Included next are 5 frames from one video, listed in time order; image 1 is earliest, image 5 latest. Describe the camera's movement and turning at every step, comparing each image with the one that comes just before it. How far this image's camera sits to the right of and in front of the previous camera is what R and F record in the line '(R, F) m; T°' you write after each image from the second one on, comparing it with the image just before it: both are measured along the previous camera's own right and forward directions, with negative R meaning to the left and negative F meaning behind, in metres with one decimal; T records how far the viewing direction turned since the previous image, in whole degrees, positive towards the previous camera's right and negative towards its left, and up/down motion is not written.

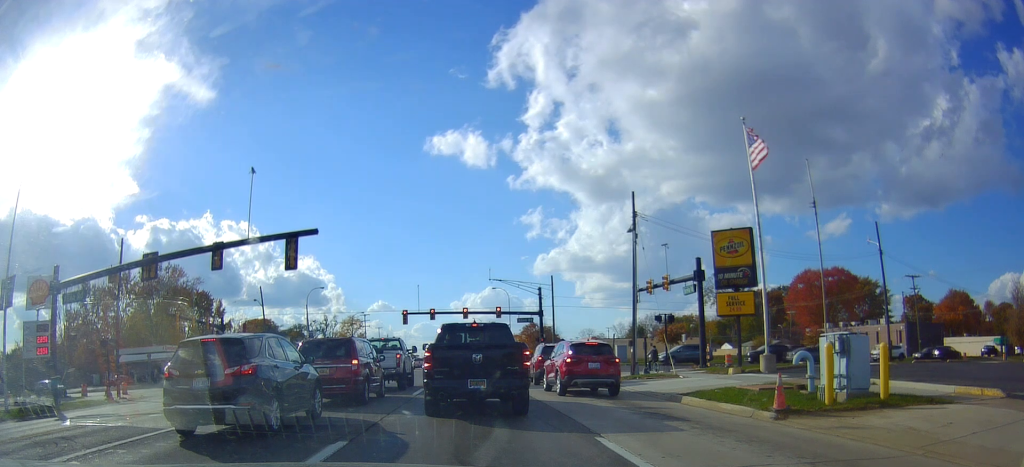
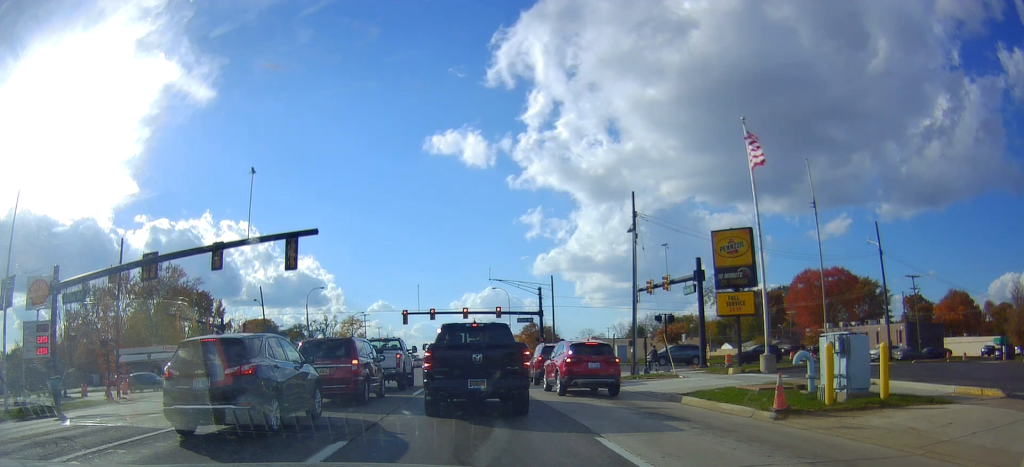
(0.0, 0.0) m; 0°
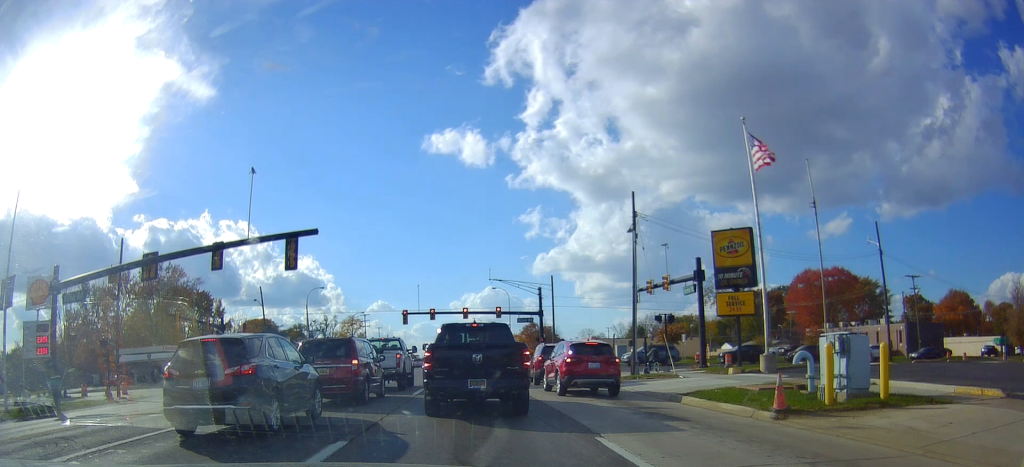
(0.0, 0.0) m; 0°
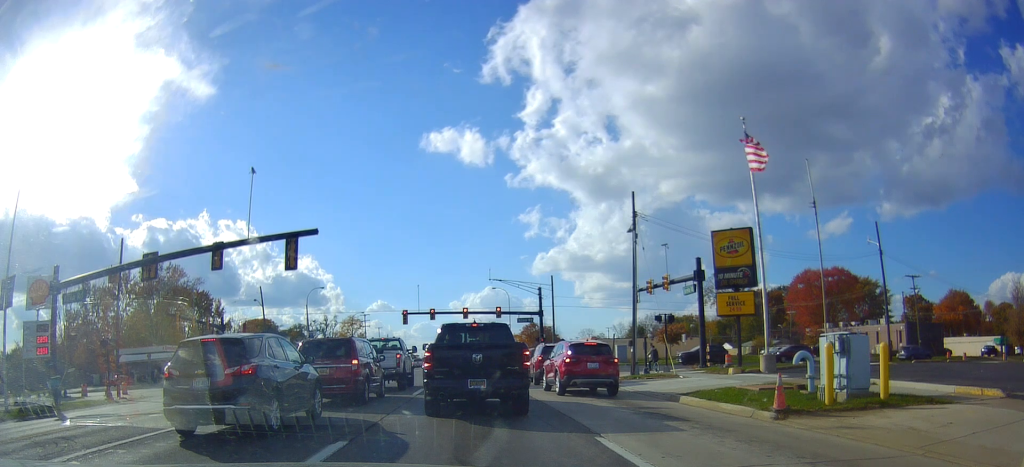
(0.0, 0.0) m; 0°
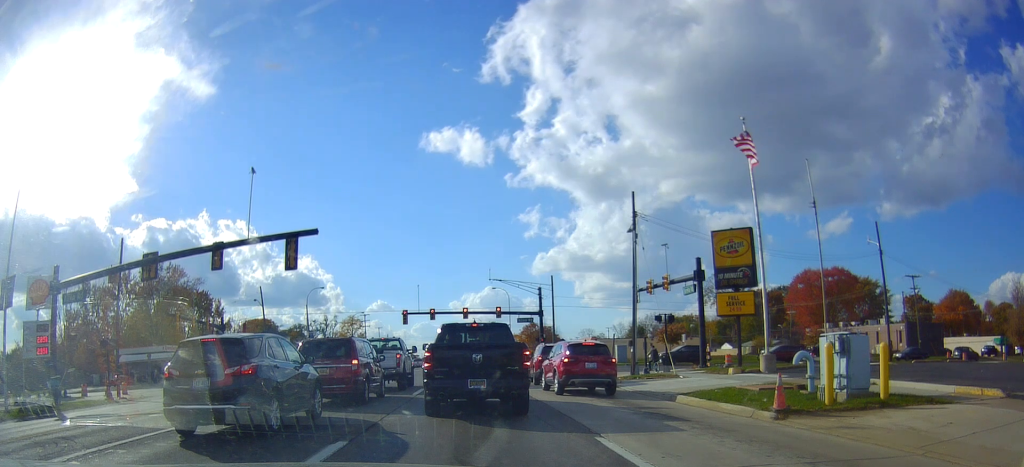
(0.0, 0.0) m; 0°
